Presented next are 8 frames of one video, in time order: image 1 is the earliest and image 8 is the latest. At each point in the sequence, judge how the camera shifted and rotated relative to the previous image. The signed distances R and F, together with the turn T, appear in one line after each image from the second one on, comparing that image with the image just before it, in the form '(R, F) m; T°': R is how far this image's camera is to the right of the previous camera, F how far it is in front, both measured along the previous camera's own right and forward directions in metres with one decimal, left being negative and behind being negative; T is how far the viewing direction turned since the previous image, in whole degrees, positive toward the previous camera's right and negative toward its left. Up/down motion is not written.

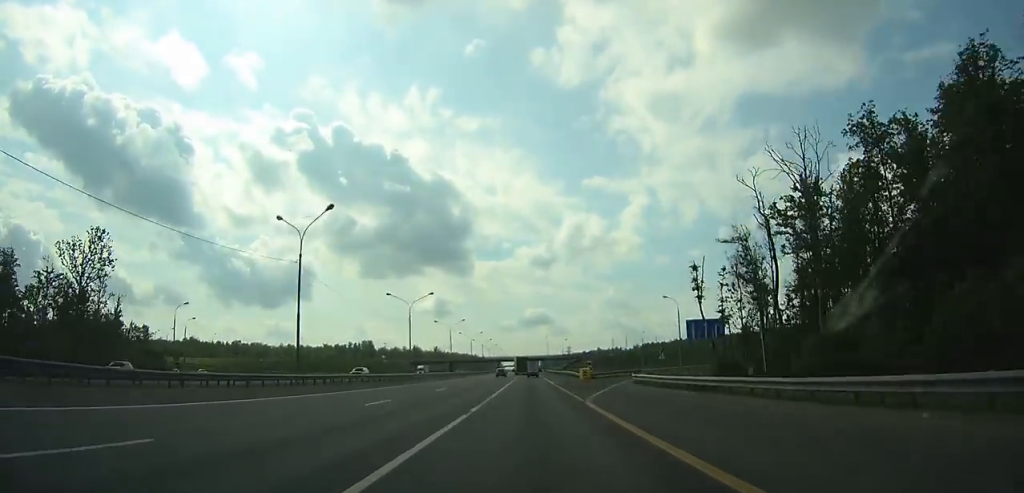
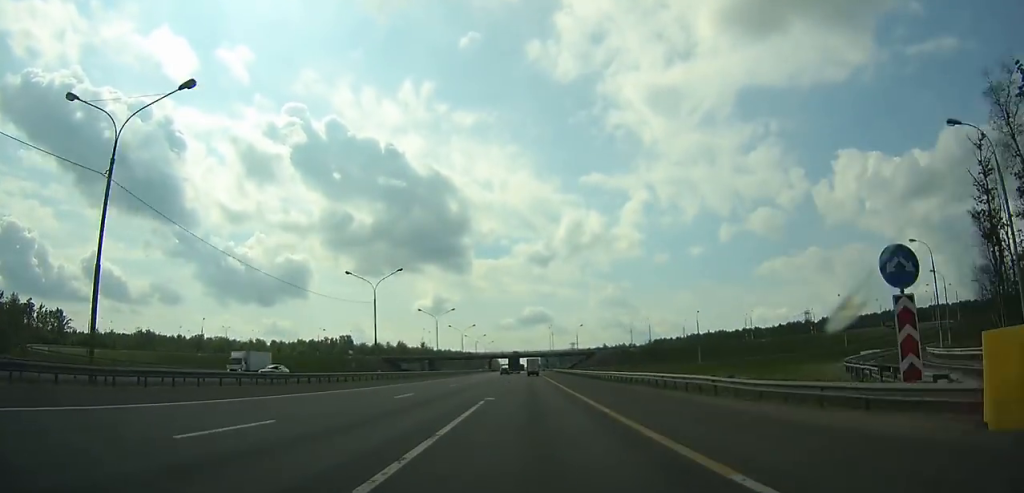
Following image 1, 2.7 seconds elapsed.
(+0.1, +59.6) m; 0°
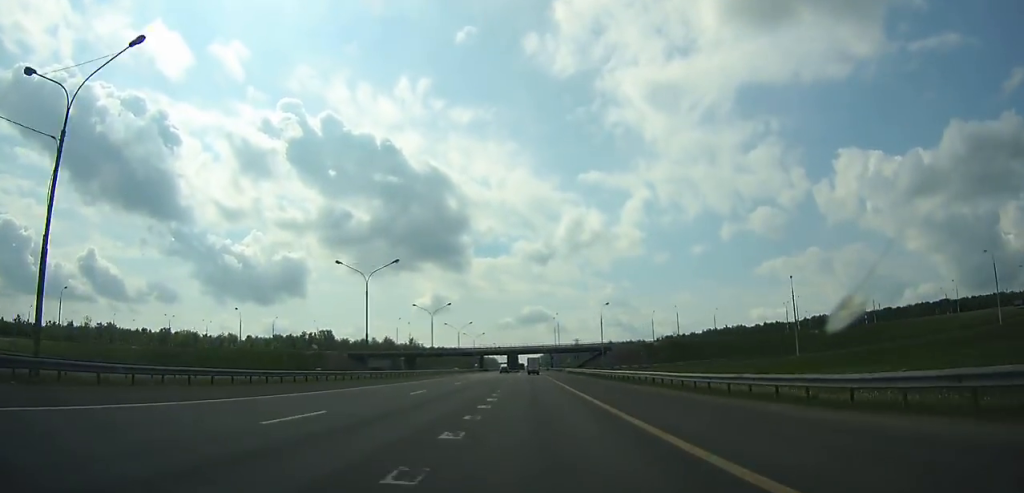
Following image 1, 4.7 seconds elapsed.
(0.0, +43.9) m; 0°
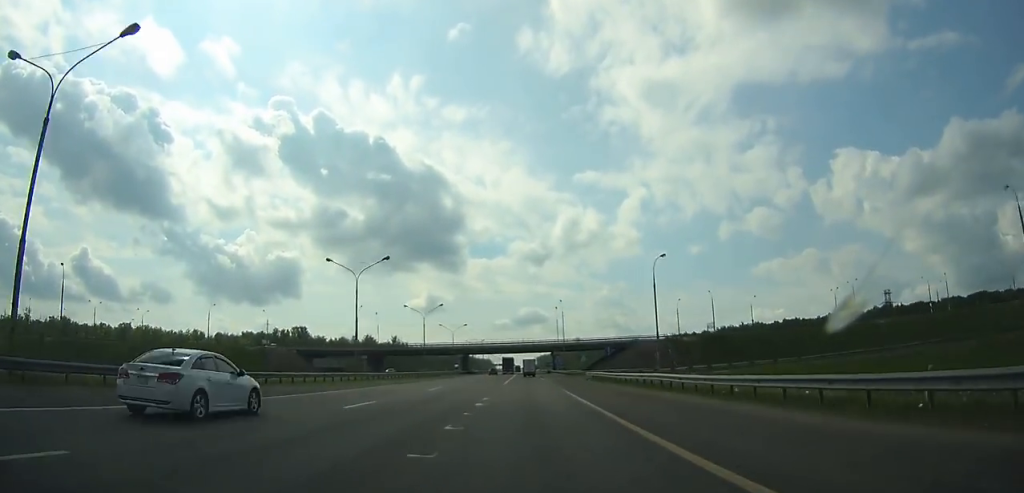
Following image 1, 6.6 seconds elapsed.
(0.0, +41.7) m; 0°
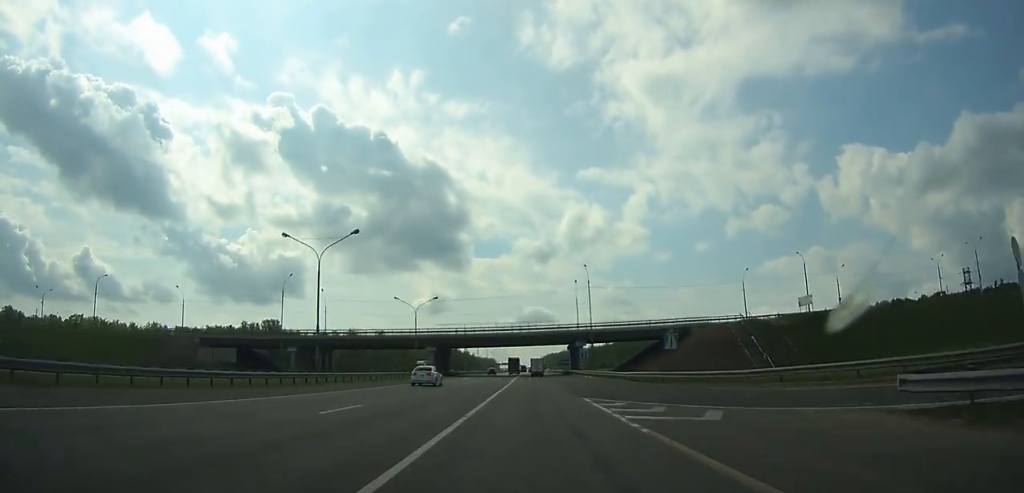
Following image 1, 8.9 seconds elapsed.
(0.0, +50.4) m; 0°
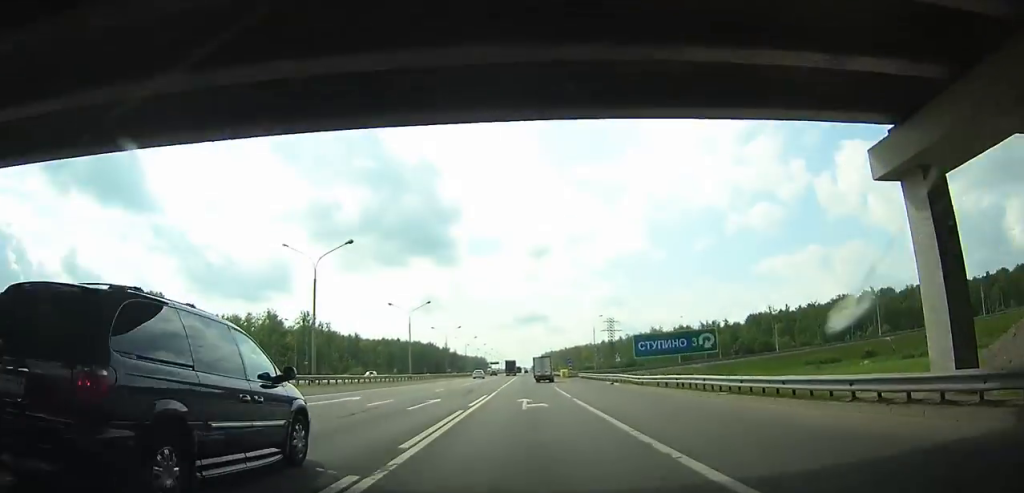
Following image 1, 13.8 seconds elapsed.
(+0.7, +108.1) m; +1°
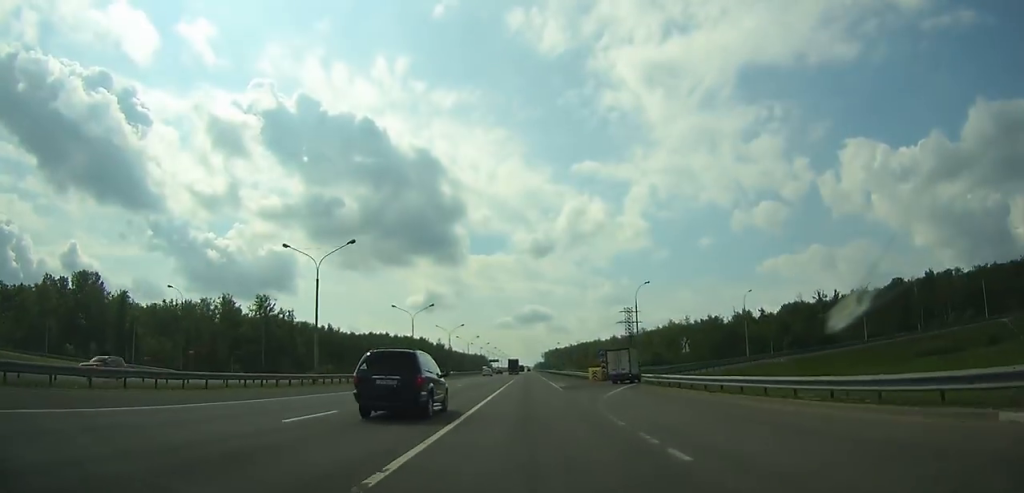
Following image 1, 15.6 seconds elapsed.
(+0.1, +40.5) m; 0°
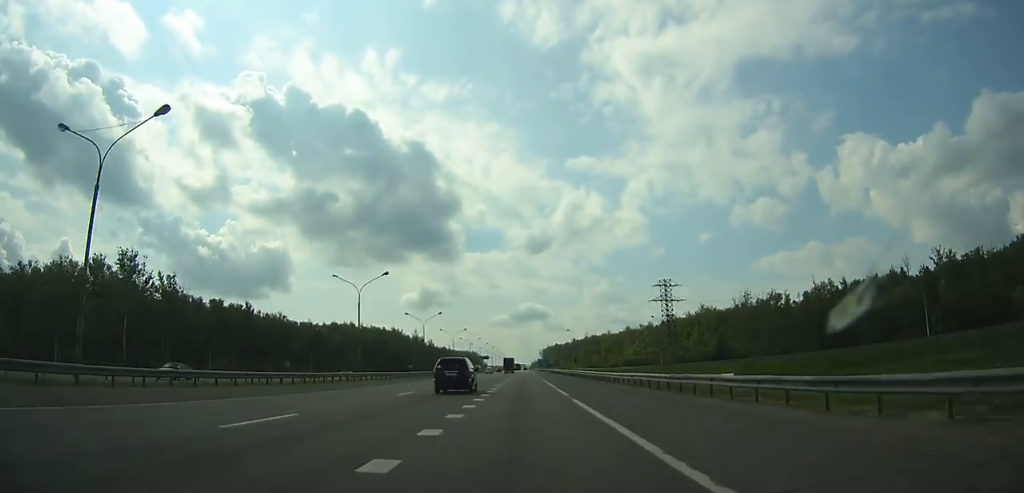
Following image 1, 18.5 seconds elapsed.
(-0.2, +66.4) m; 0°
